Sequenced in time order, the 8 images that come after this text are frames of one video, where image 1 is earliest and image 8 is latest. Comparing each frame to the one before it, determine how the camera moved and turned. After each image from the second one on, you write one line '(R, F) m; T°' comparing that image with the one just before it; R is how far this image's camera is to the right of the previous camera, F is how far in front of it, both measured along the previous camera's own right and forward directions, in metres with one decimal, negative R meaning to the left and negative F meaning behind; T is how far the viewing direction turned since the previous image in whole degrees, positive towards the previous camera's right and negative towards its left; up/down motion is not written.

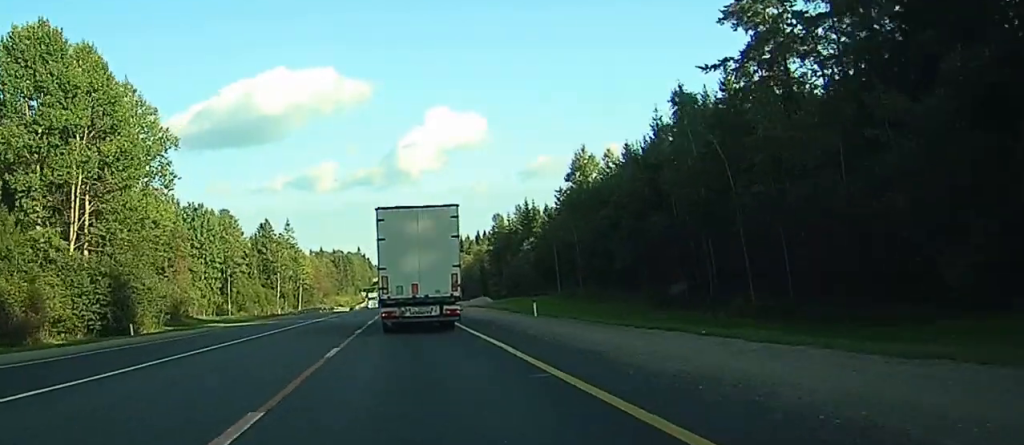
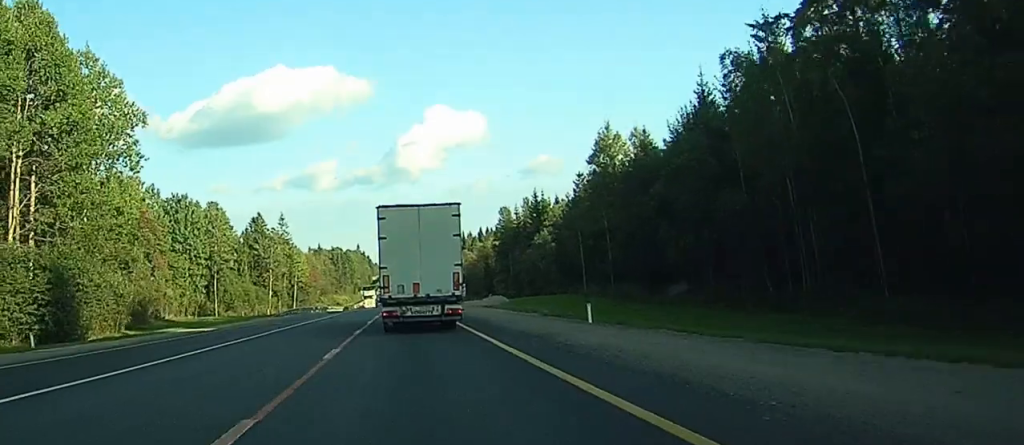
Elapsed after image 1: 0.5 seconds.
(0.0, +12.6) m; 0°
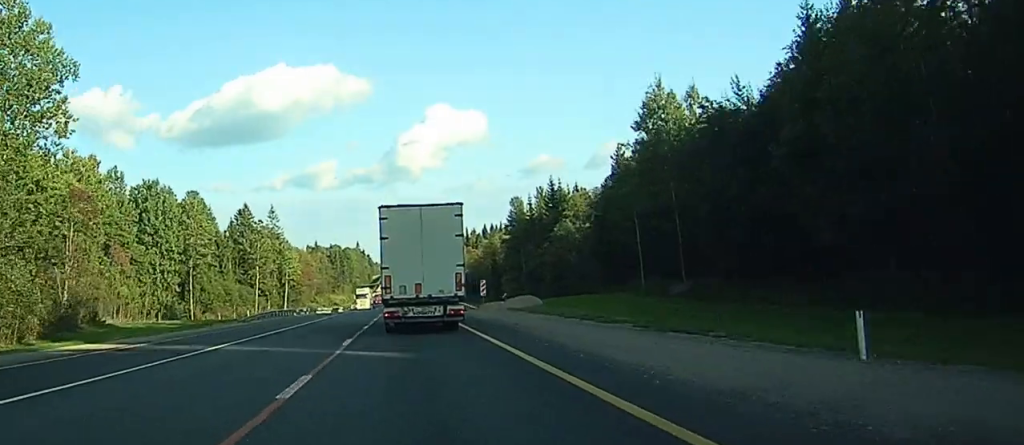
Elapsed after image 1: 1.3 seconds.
(+0.1, +19.1) m; 0°
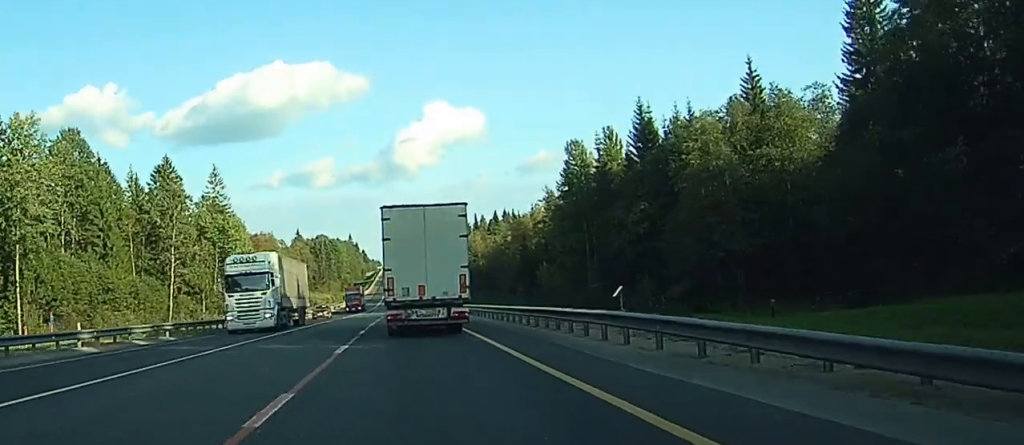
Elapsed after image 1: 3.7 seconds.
(-0.1, +61.0) m; +1°
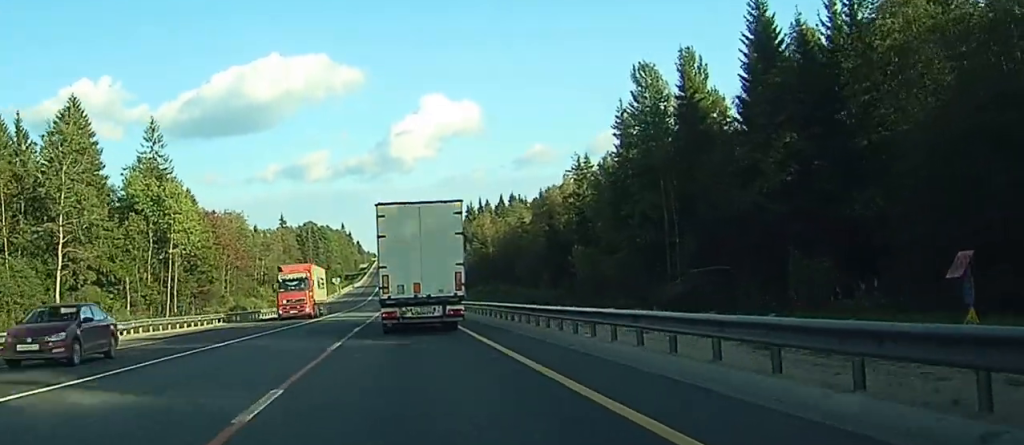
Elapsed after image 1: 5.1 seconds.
(-0.2, +35.0) m; -2°
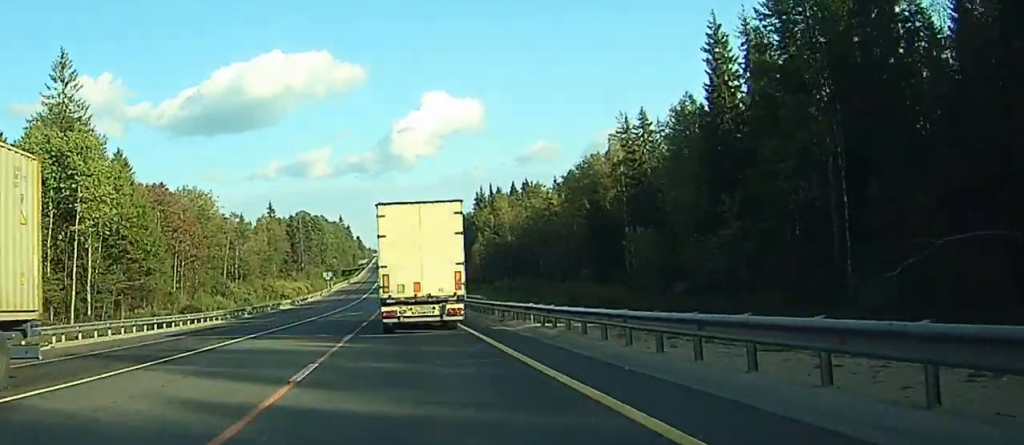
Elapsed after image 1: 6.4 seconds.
(-0.4, +31.4) m; 0°
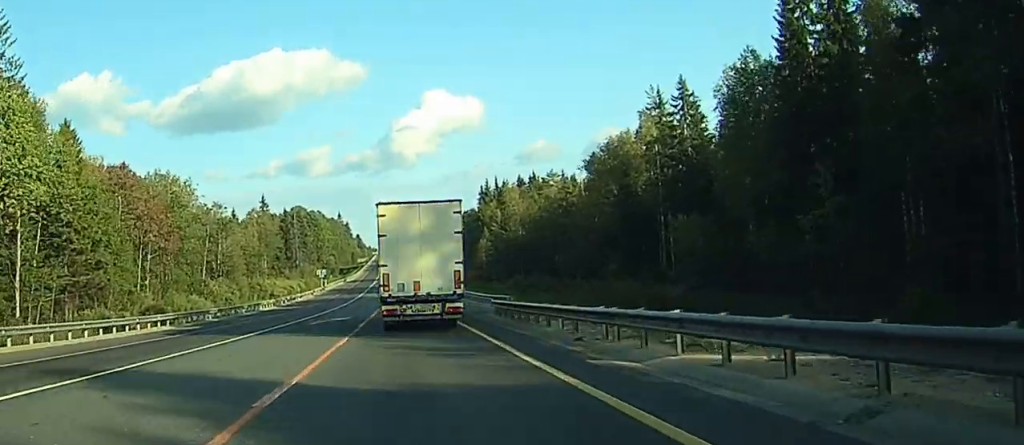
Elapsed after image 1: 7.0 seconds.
(+0.2, +15.3) m; +1°
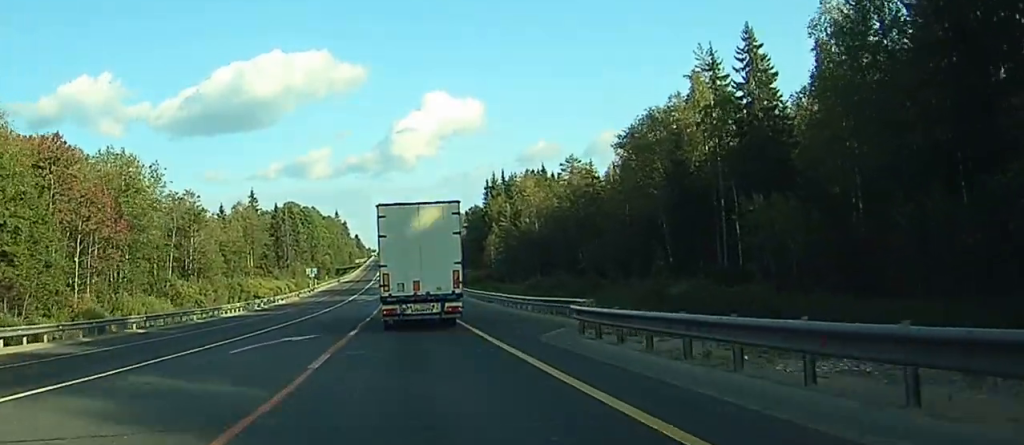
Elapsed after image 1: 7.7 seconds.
(+0.2, +18.6) m; 0°
